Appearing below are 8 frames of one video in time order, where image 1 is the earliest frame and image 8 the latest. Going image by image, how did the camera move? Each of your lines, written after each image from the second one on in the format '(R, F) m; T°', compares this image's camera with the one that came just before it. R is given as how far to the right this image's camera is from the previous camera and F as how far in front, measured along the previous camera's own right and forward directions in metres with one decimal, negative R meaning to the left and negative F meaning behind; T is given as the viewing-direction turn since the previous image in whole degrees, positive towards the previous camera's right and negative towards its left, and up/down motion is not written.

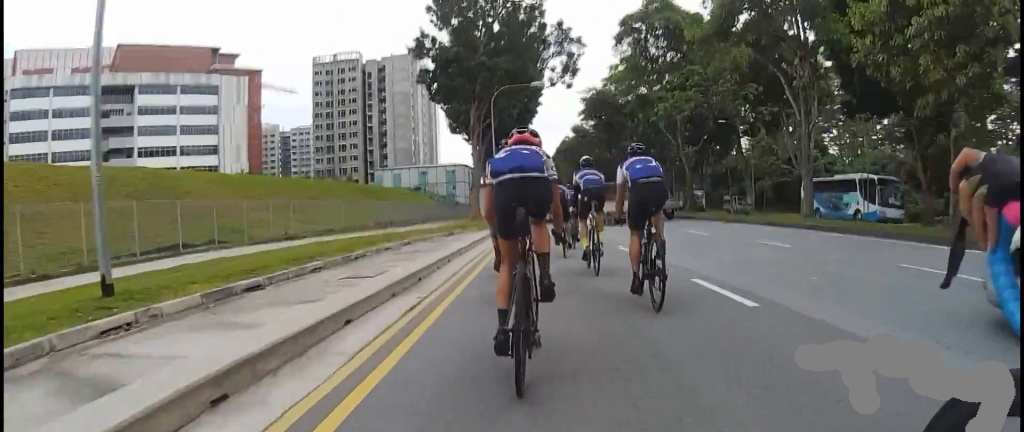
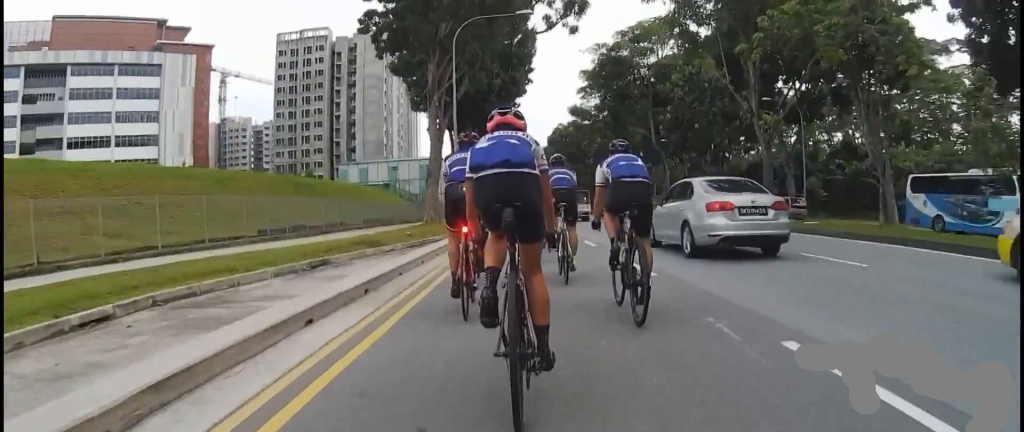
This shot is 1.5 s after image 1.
(+1.2, +15.0) m; +4°
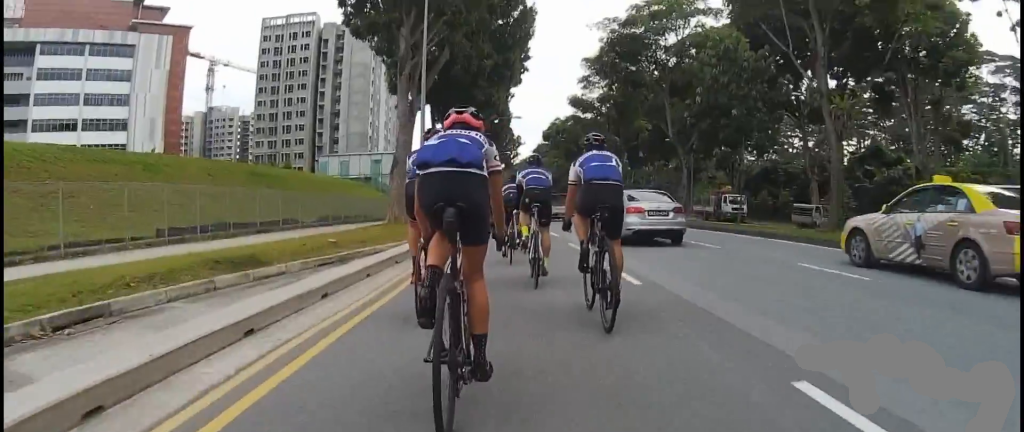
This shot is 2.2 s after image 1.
(-0.5, +6.4) m; -3°
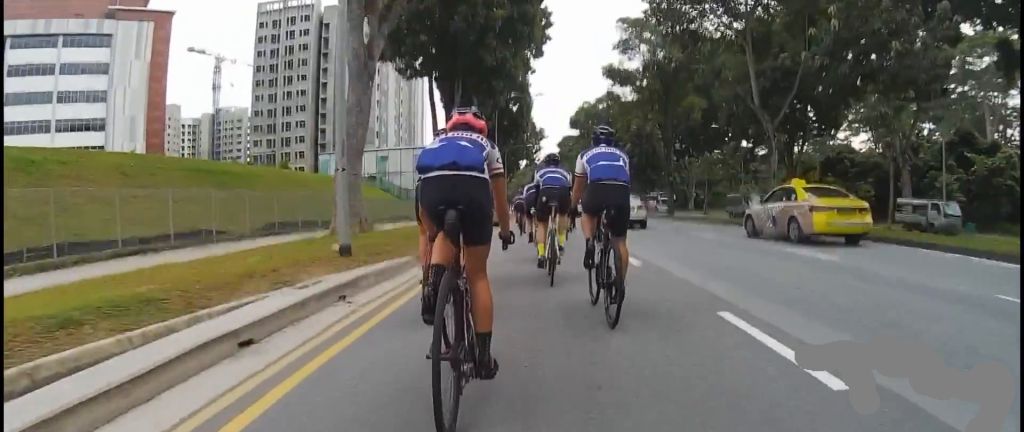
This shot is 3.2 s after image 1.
(-0.4, +10.1) m; +1°
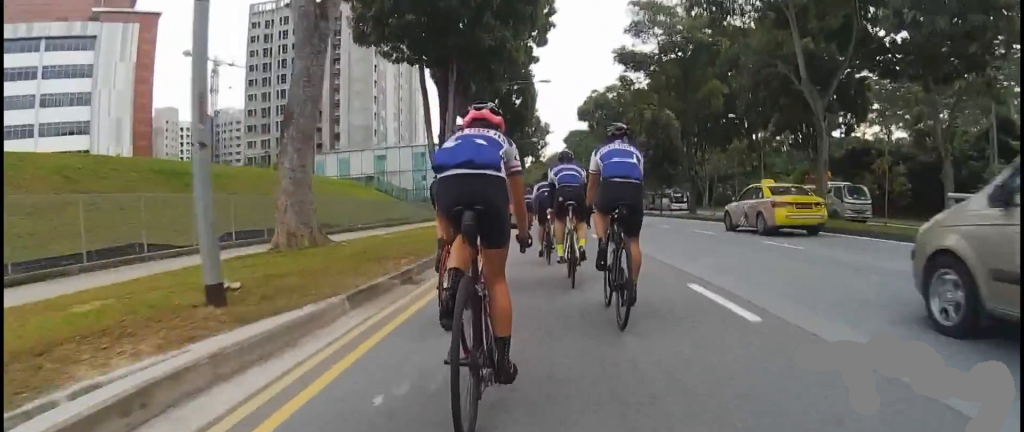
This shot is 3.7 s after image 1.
(-0.1, +4.1) m; +2°
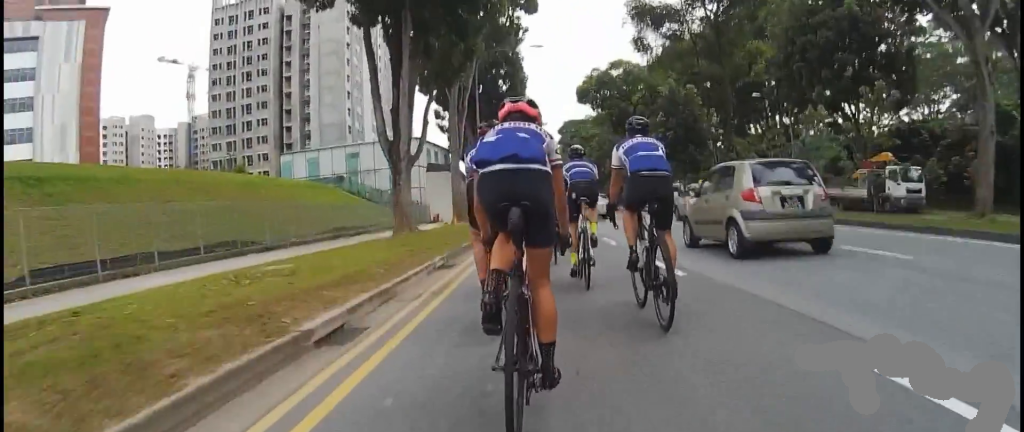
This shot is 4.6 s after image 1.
(+0.7, +9.2) m; 0°
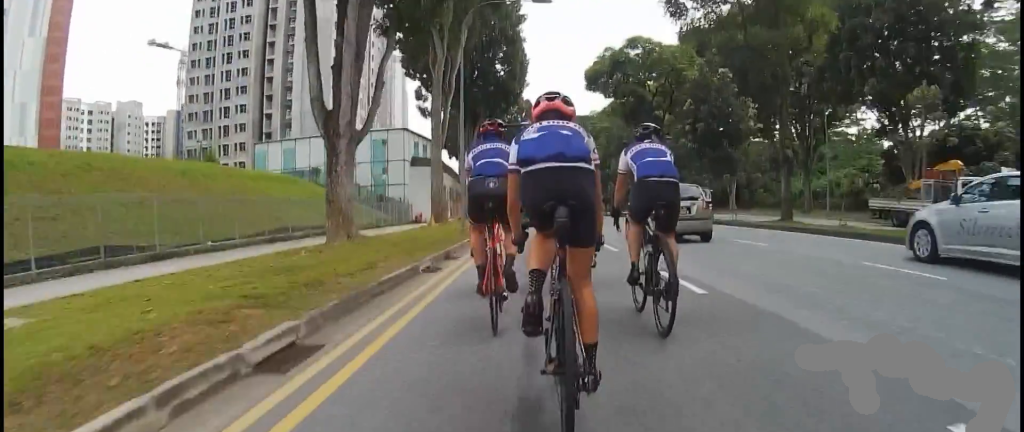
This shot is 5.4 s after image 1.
(-0.6, +6.8) m; -4°
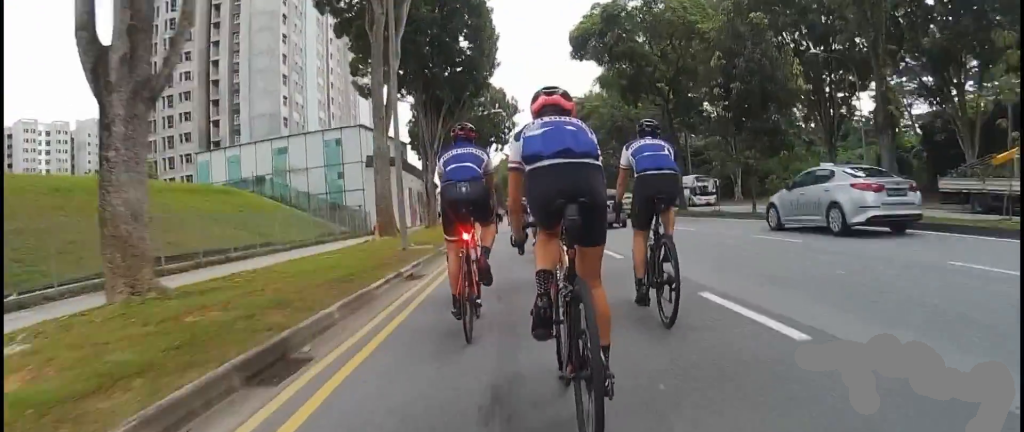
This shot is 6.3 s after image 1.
(-0.2, +8.3) m; +8°
